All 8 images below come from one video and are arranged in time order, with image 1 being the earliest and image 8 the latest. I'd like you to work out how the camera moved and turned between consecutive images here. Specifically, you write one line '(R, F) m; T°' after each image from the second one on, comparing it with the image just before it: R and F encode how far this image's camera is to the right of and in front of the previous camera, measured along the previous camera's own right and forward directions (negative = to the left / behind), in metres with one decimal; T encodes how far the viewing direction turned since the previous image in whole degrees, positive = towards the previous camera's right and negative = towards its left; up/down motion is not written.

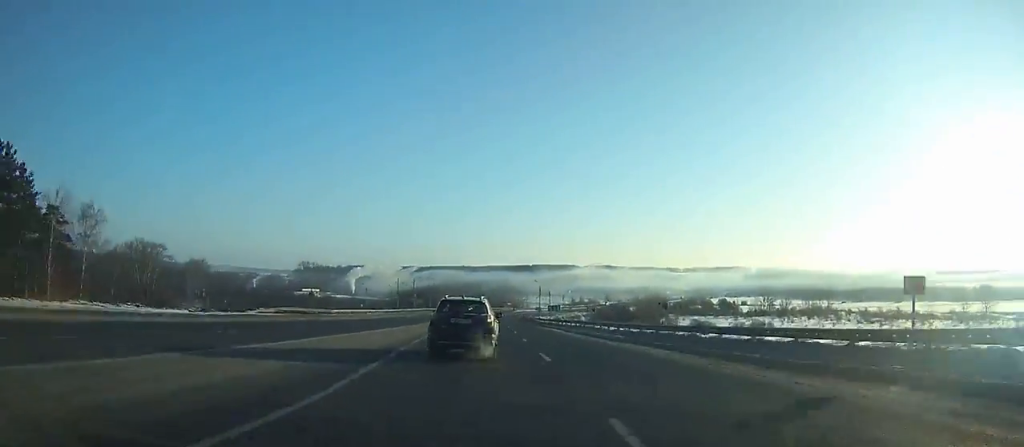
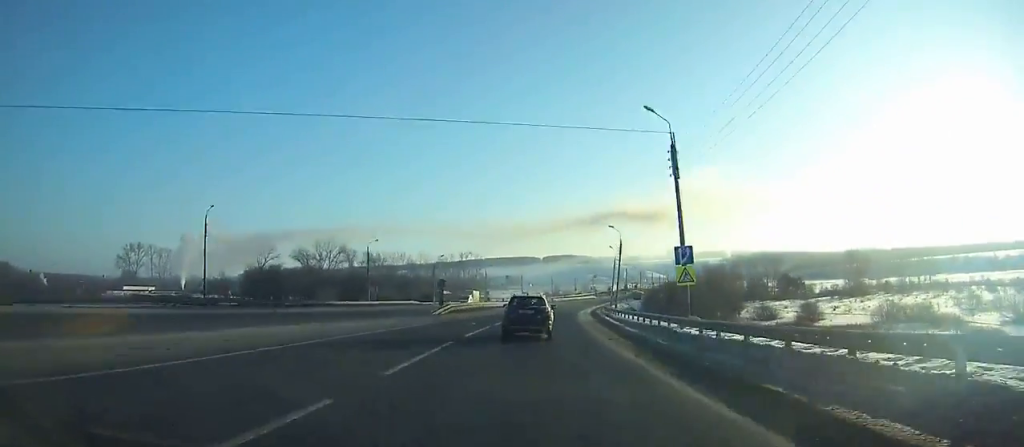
(-6.6, +183.7) m; +3°
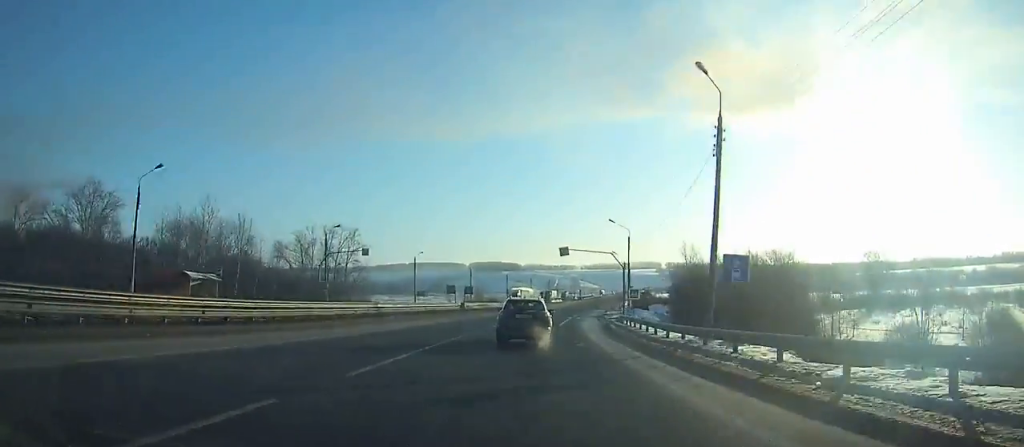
(+5.2, +81.3) m; +8°
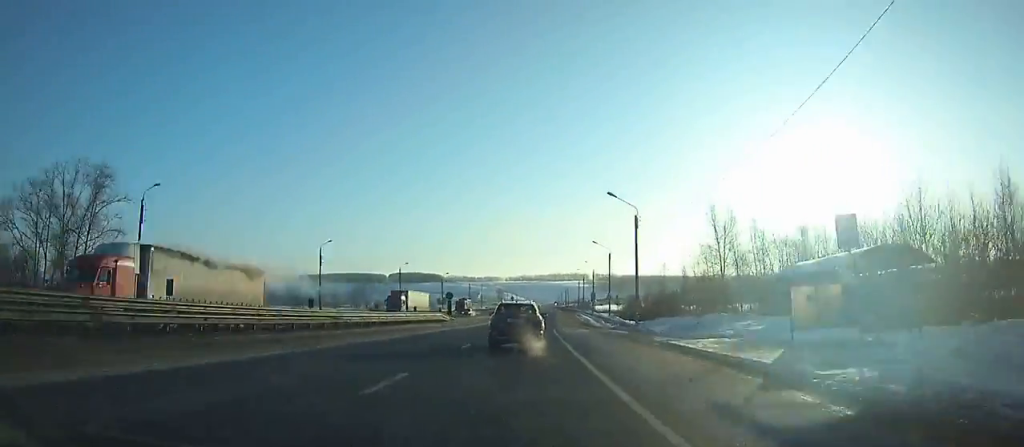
(+3.5, +63.7) m; +5°
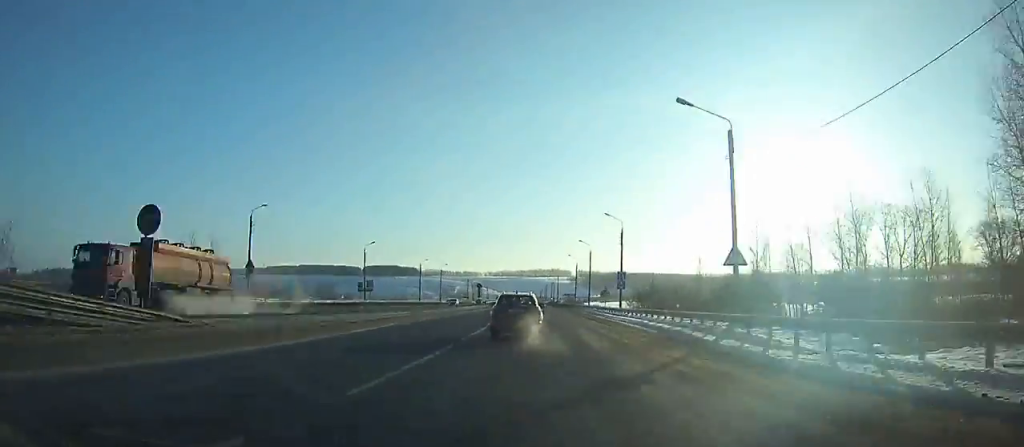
(+2.0, +54.6) m; +3°
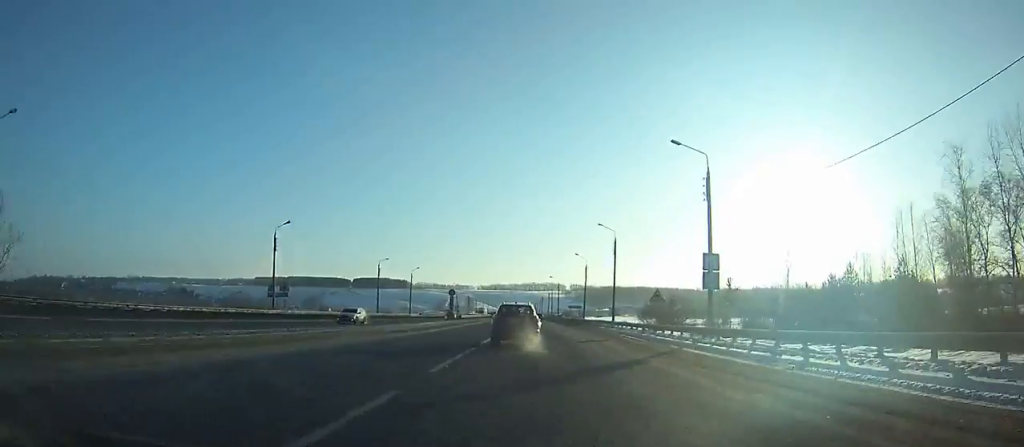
(+0.5, +31.8) m; +1°
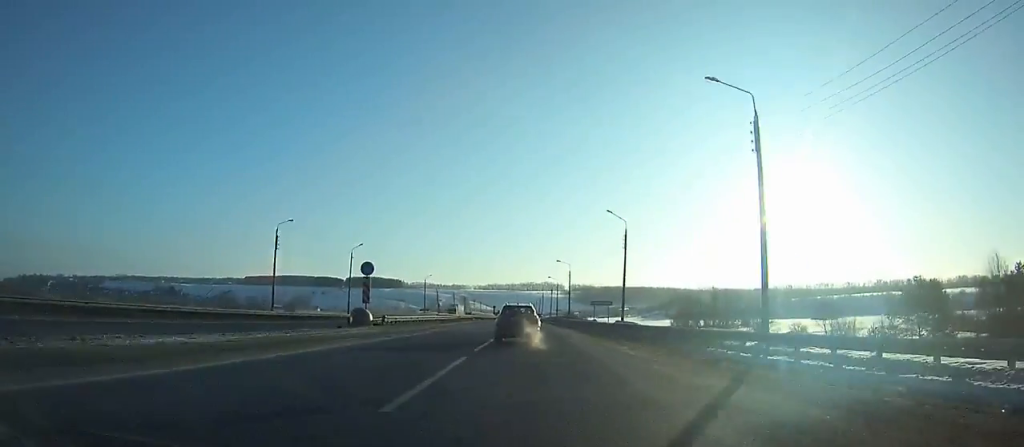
(+0.4, +40.8) m; +1°
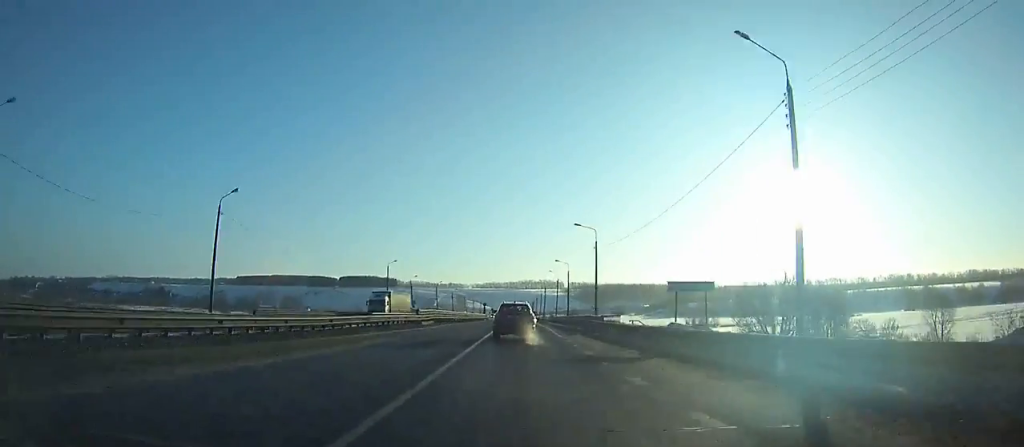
(+0.2, +36.3) m; 0°
